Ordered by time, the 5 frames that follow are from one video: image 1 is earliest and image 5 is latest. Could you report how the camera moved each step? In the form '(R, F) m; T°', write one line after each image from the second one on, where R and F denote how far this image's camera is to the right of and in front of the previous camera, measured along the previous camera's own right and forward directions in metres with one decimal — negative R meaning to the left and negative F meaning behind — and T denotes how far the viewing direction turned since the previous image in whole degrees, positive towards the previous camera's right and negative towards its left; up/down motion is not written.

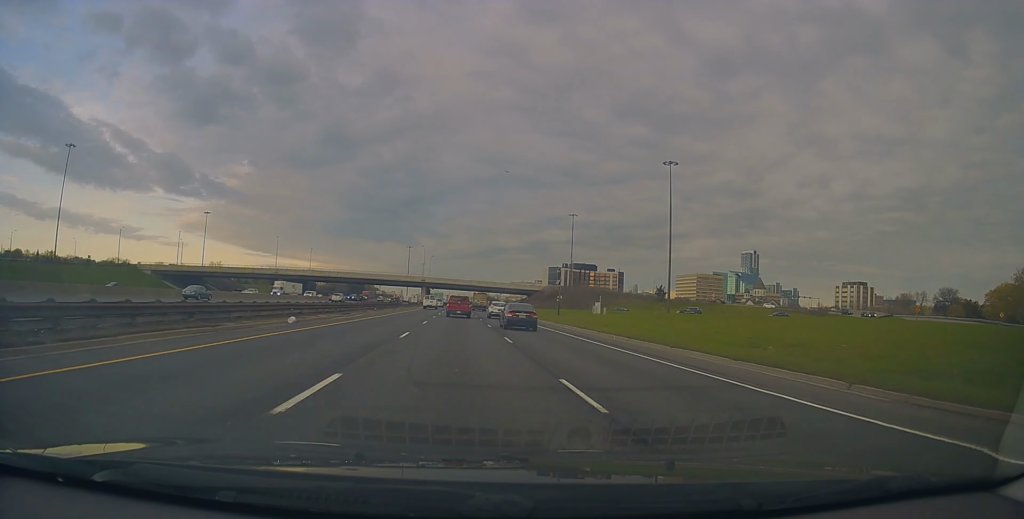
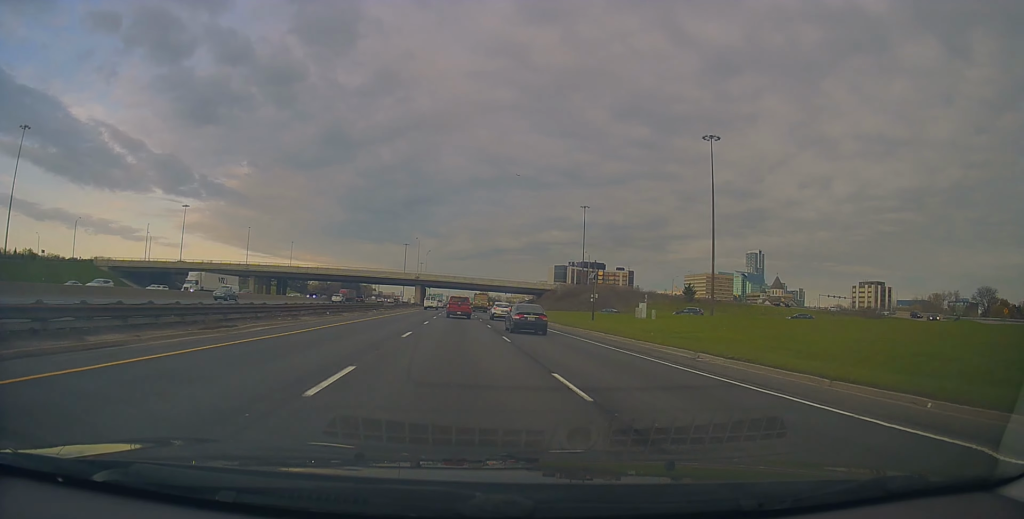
(0.0, +22.7) m; 0°
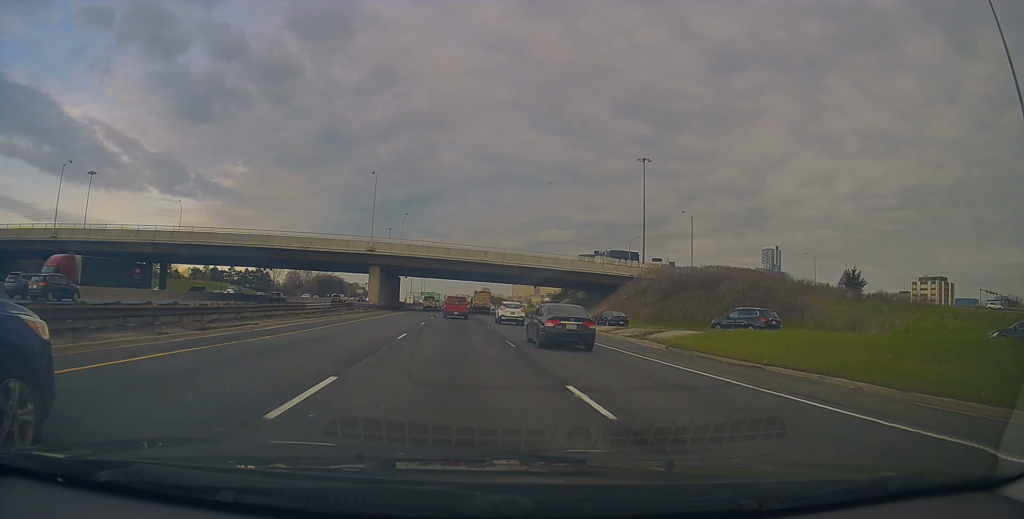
(0.0, +73.7) m; 0°
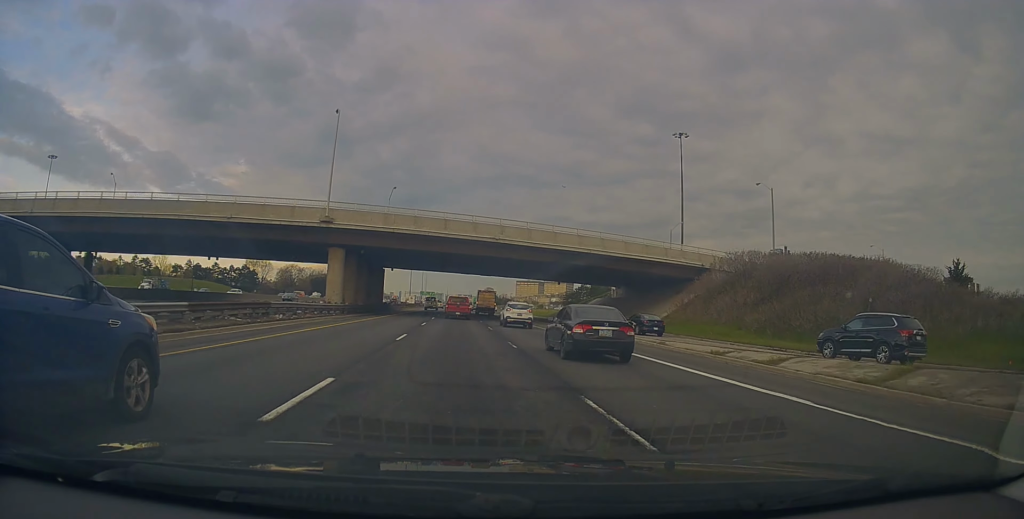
(0.0, +24.9) m; 0°
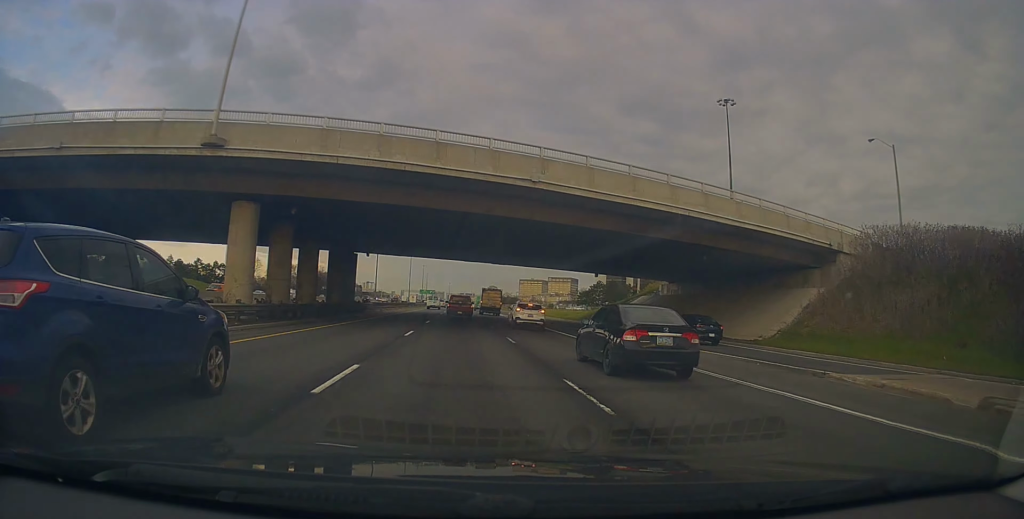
(0.0, +22.0) m; 0°
